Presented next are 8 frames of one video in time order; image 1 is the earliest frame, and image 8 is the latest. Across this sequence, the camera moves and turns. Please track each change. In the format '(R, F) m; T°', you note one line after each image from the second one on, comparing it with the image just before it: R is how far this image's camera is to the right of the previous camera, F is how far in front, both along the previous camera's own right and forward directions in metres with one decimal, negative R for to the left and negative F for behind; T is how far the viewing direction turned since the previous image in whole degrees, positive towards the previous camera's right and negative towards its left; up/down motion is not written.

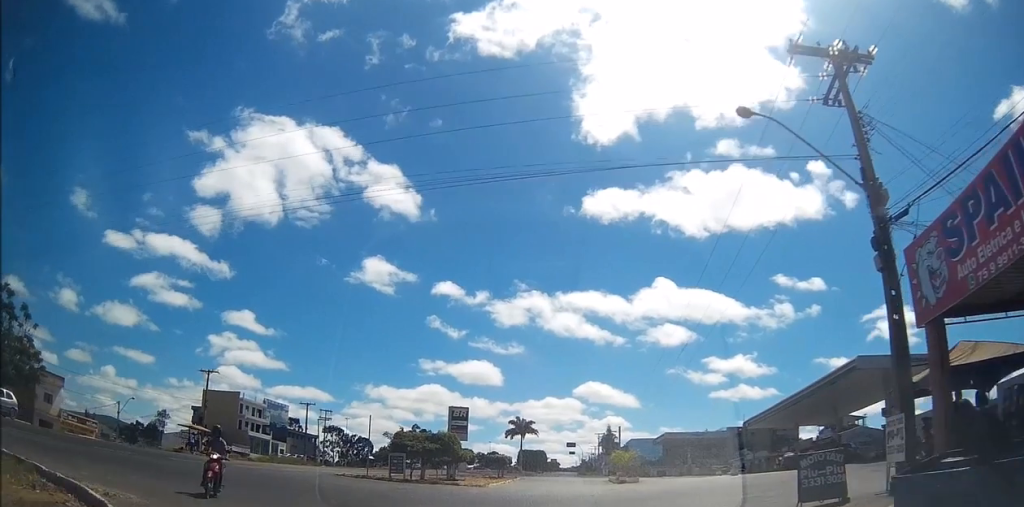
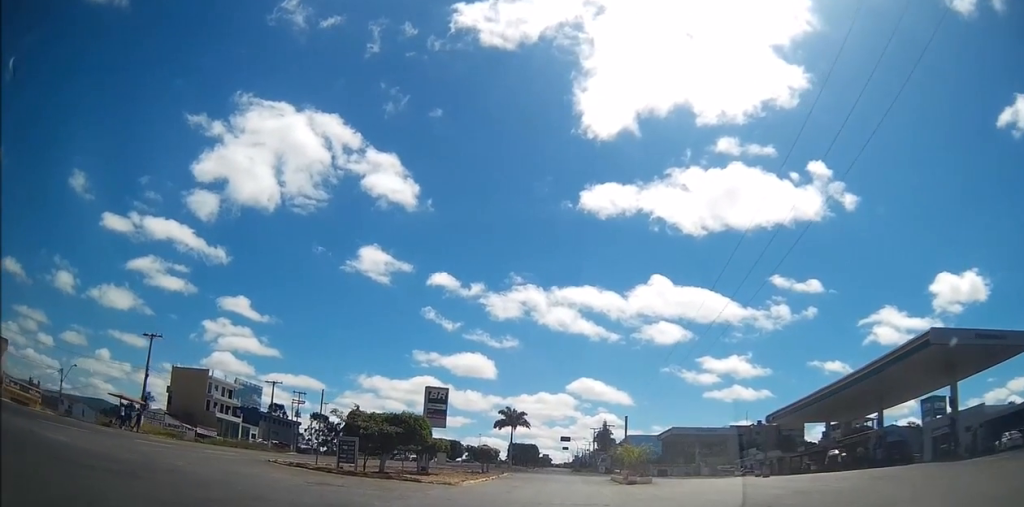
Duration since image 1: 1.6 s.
(-0.1, +7.9) m; -1°
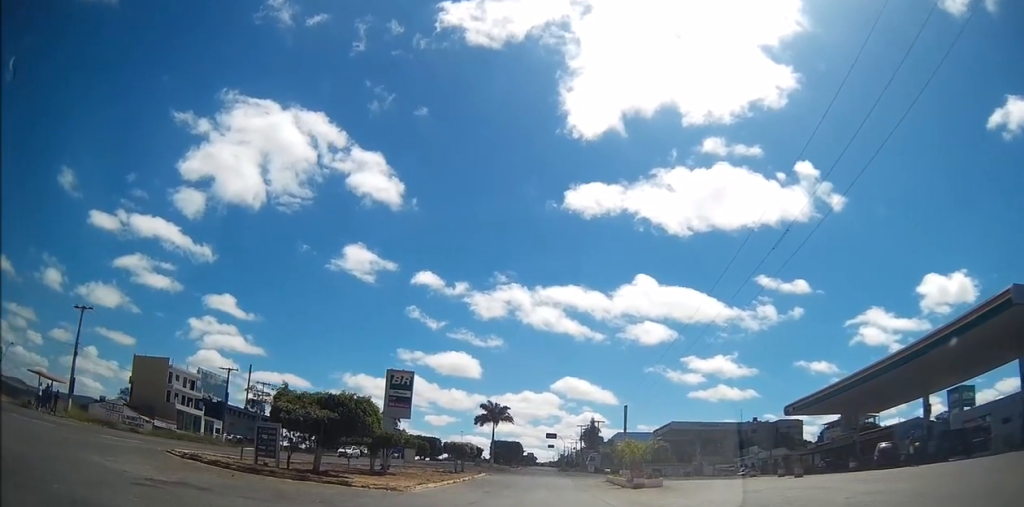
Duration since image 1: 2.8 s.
(+0.1, +7.6) m; +1°
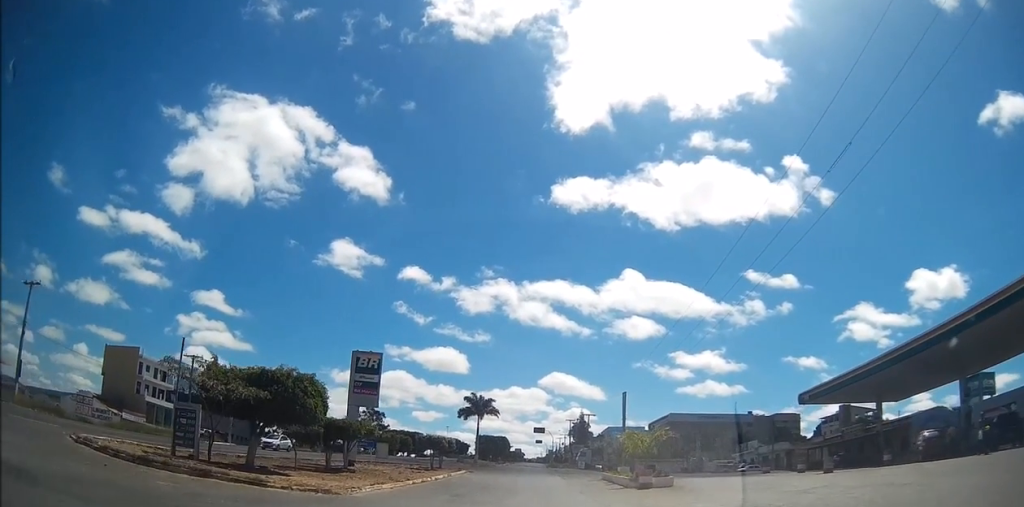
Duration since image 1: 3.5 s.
(+0.1, +5.6) m; +1°
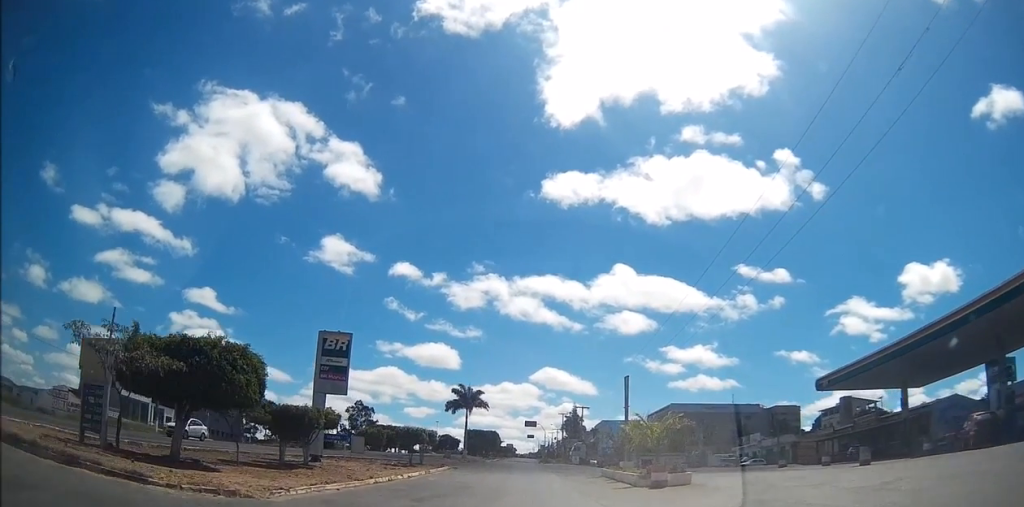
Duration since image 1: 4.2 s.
(0.0, +4.9) m; 0°
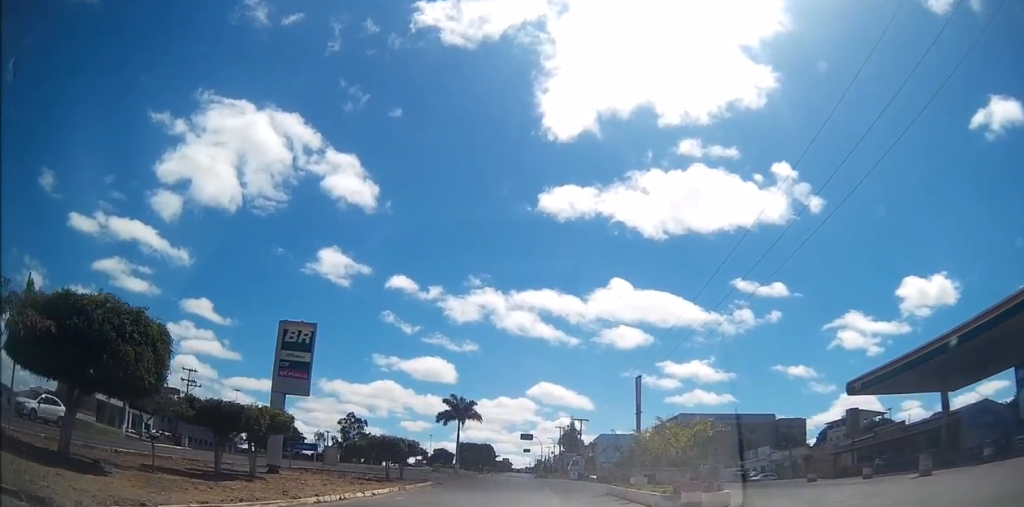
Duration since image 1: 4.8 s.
(0.0, +5.3) m; 0°
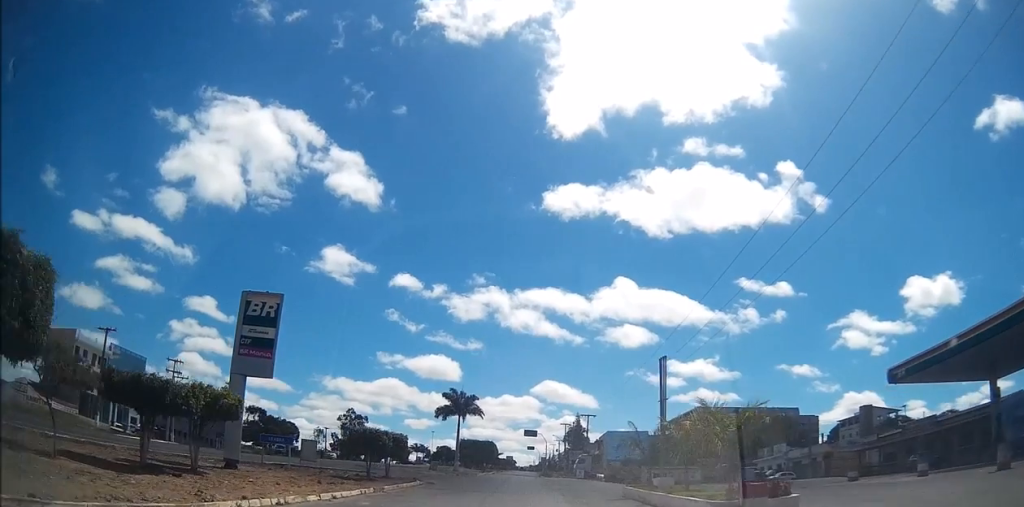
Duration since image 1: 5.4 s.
(0.0, +4.5) m; +1°
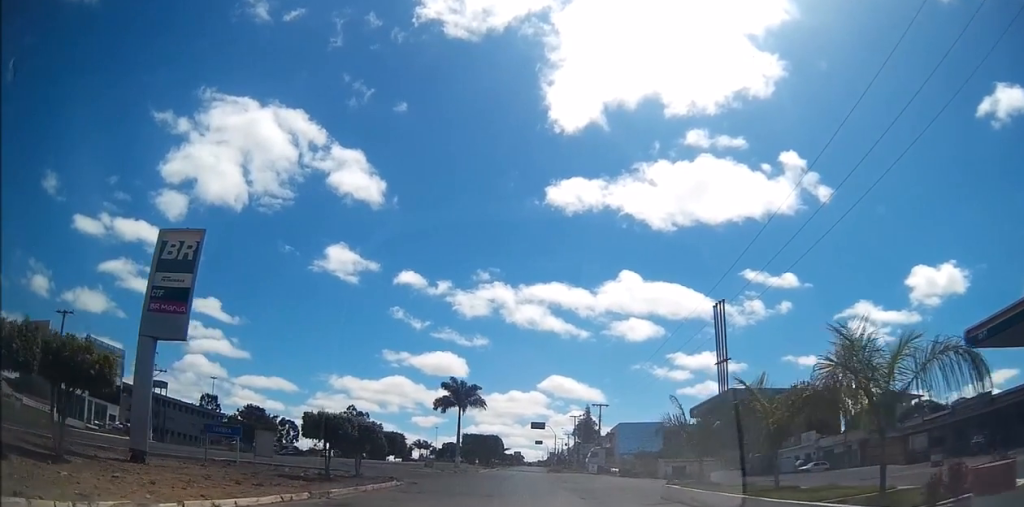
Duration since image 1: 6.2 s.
(+0.1, +6.7) m; +1°
